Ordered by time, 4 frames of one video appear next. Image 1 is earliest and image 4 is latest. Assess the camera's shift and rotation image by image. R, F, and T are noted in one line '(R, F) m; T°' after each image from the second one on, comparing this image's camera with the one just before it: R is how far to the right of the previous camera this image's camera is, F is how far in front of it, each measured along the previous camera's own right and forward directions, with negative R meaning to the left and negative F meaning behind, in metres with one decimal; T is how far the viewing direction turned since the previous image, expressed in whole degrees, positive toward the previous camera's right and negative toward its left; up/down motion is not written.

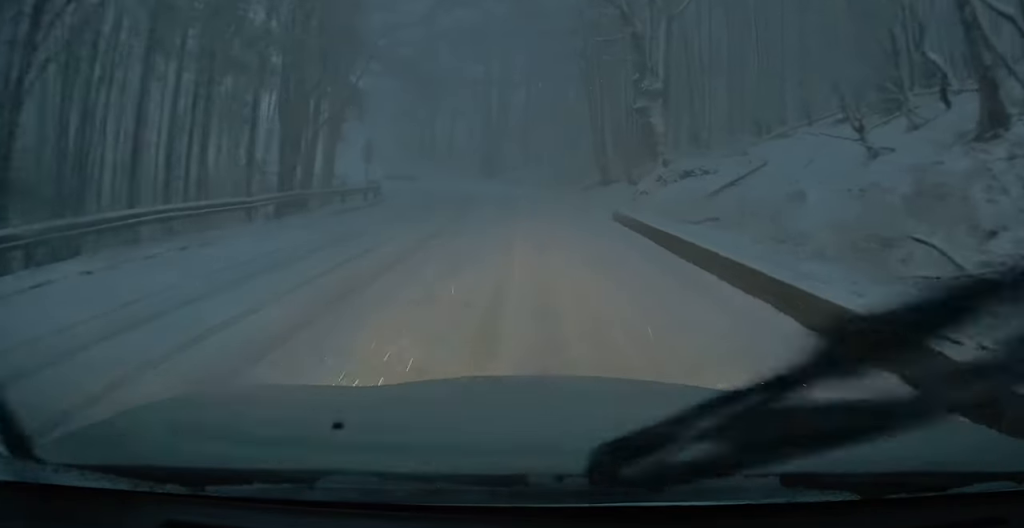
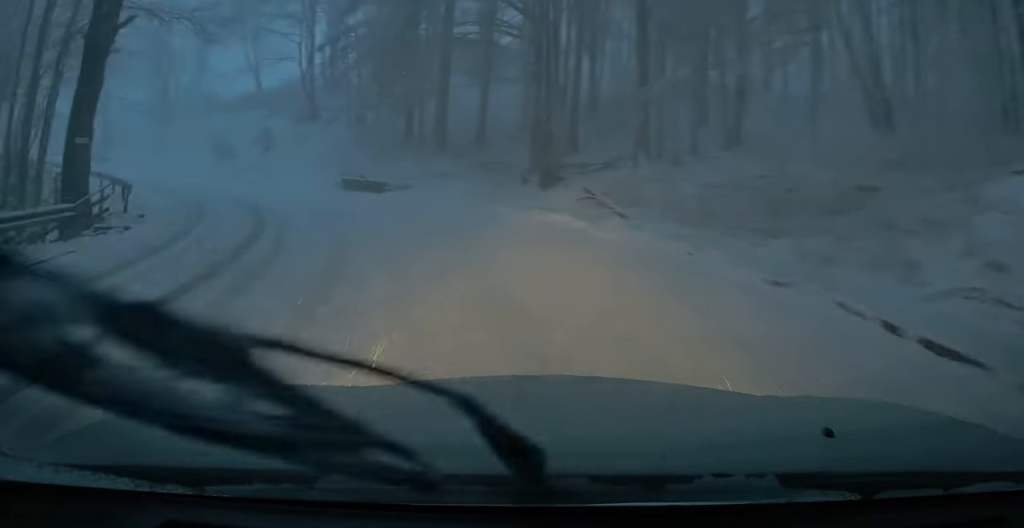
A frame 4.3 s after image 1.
(-2.5, +28.2) m; -21°
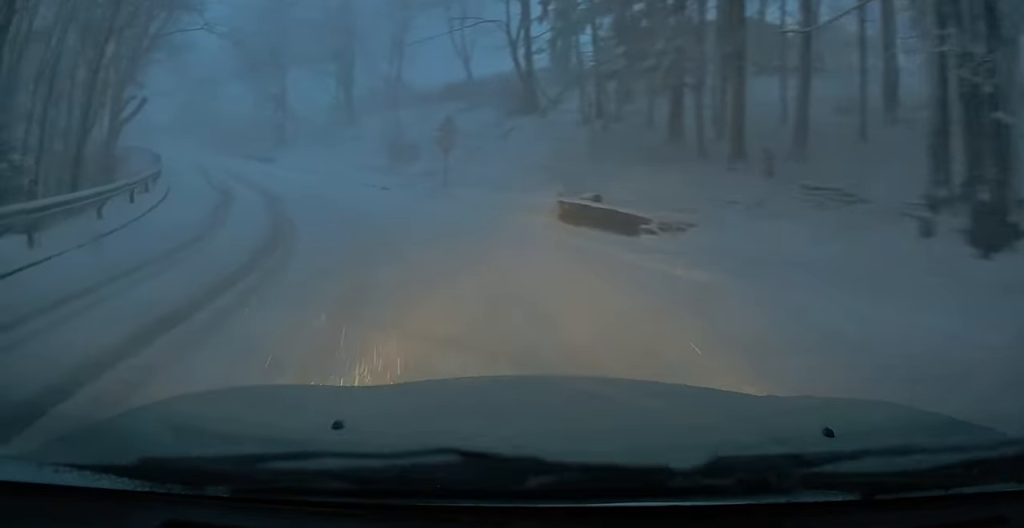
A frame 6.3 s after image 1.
(-3.0, +13.3) m; -19°
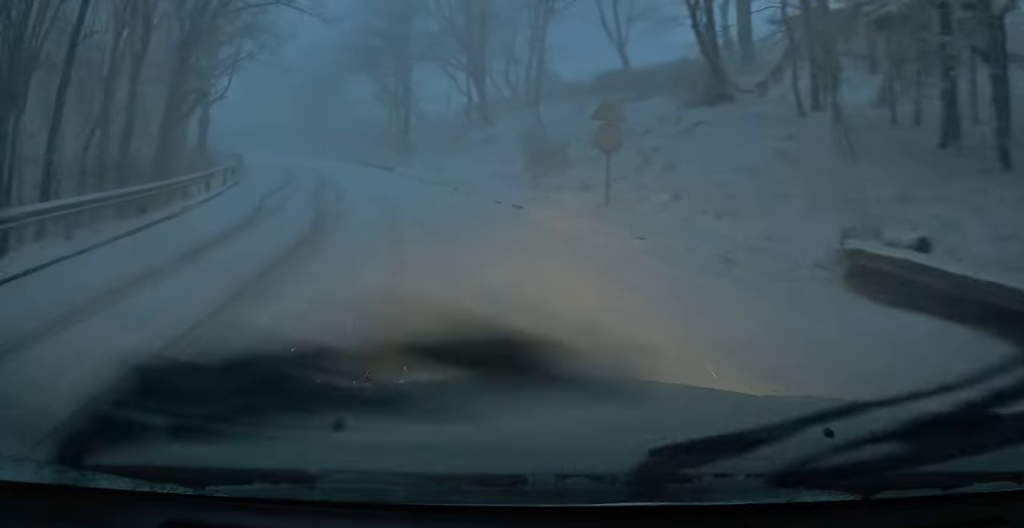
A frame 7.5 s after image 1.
(-0.2, +9.6) m; -1°
